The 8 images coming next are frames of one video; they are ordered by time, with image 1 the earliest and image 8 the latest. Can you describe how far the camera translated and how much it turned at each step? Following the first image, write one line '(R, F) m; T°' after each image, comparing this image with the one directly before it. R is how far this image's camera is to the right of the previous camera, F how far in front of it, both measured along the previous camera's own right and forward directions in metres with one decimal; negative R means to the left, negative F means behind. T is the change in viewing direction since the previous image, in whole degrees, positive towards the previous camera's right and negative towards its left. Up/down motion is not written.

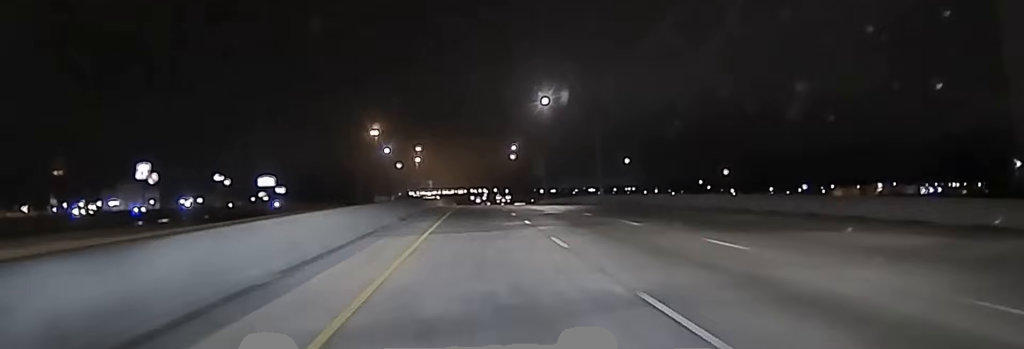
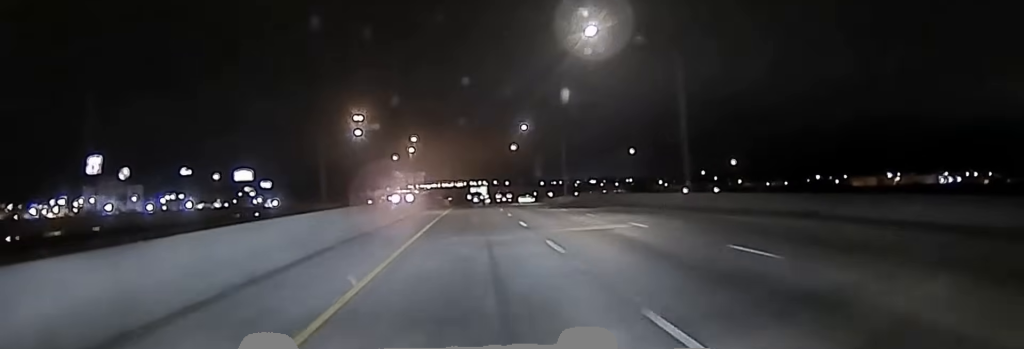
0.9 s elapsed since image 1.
(+0.5, +37.8) m; +1°
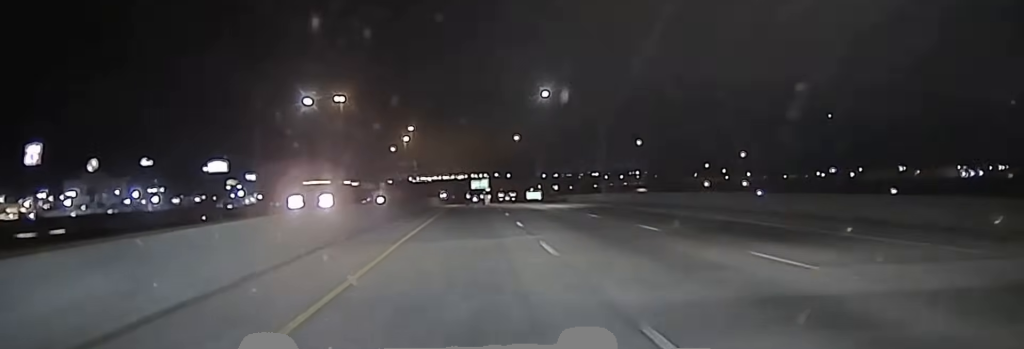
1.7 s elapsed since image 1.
(+0.1, +38.0) m; 0°
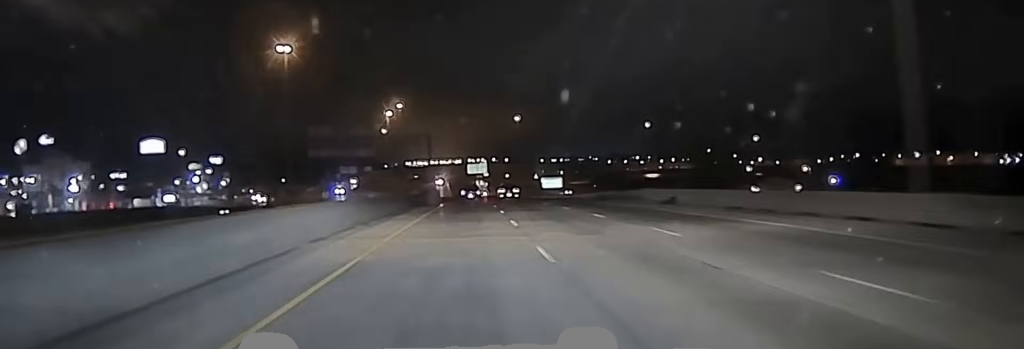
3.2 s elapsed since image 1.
(-0.4, +64.2) m; 0°
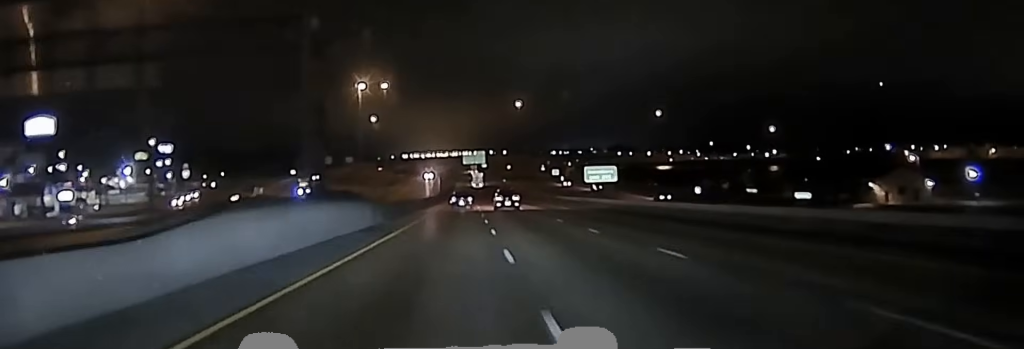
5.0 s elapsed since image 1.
(-0.3, +69.3) m; -1°
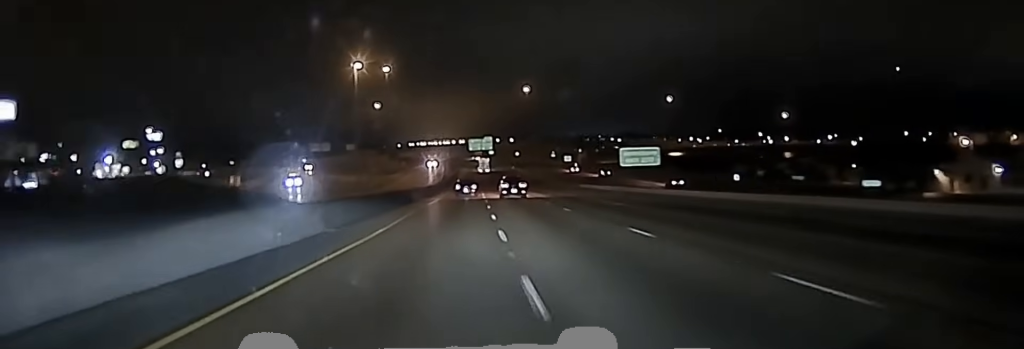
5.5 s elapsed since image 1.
(0.0, +21.6) m; 0°
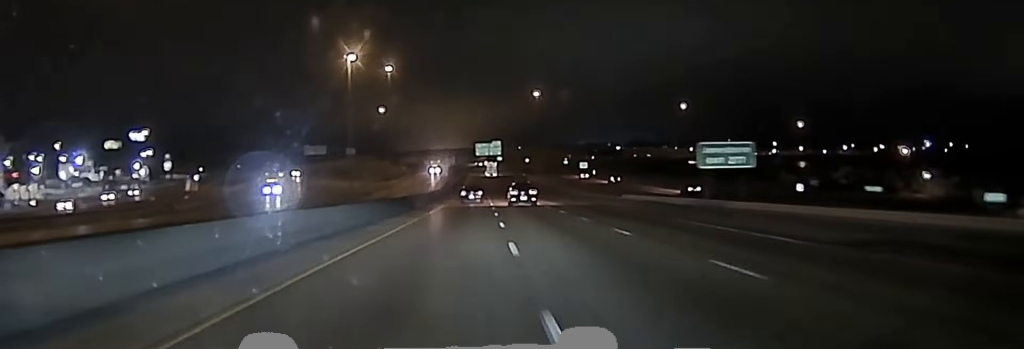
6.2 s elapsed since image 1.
(0.0, +26.1) m; 0°
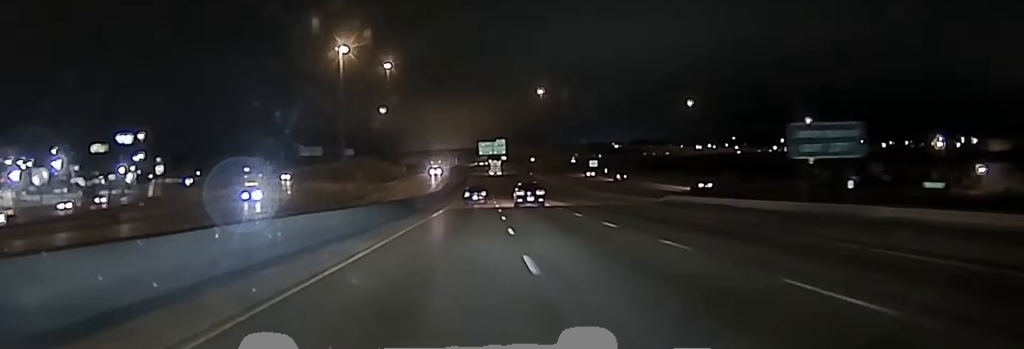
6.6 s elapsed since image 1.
(0.0, +15.7) m; 0°
